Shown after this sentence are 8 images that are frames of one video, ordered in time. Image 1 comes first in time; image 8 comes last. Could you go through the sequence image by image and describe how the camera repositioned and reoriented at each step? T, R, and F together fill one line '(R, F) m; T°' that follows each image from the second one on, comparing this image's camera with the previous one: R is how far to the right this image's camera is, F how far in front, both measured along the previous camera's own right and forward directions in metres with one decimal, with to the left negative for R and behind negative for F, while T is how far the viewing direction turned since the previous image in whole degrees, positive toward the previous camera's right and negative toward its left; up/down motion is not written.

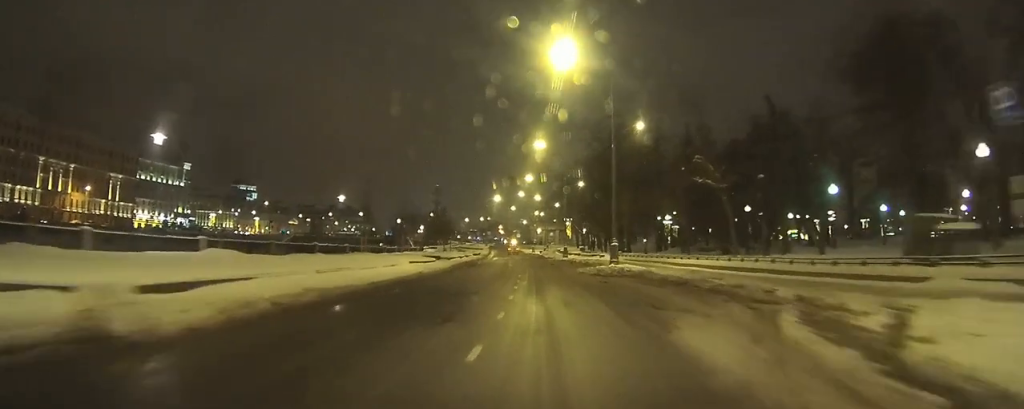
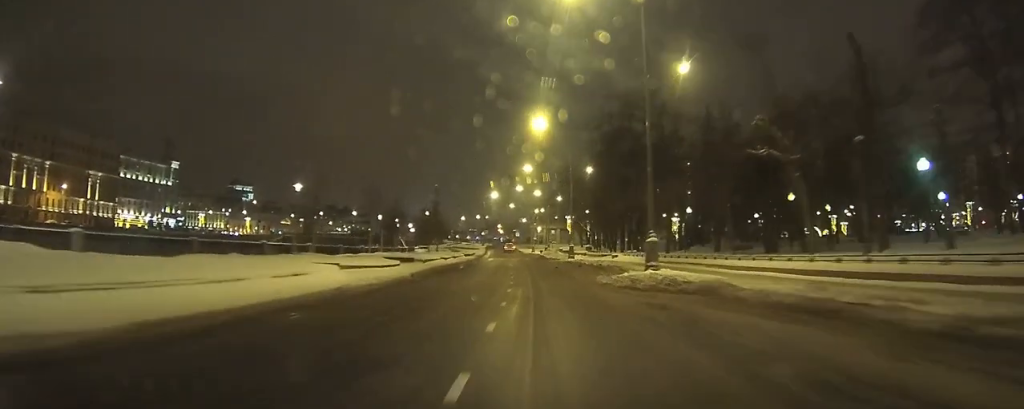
(+0.1, +10.0) m; 0°
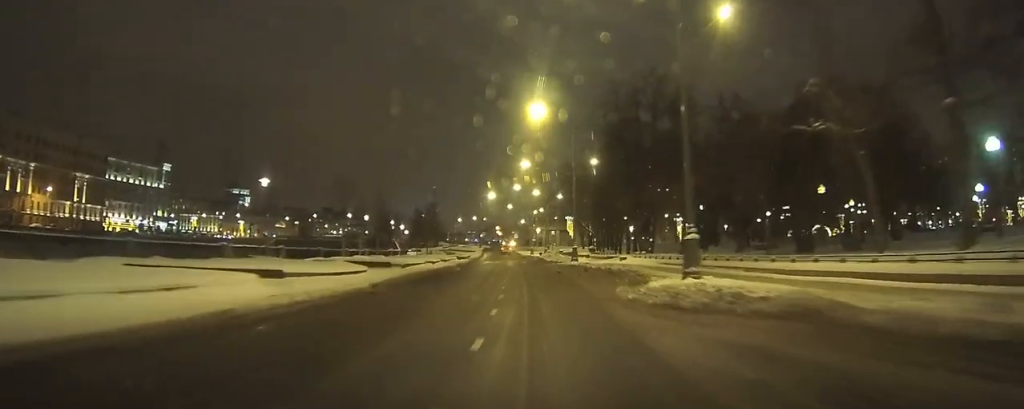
(0.0, +5.4) m; 0°
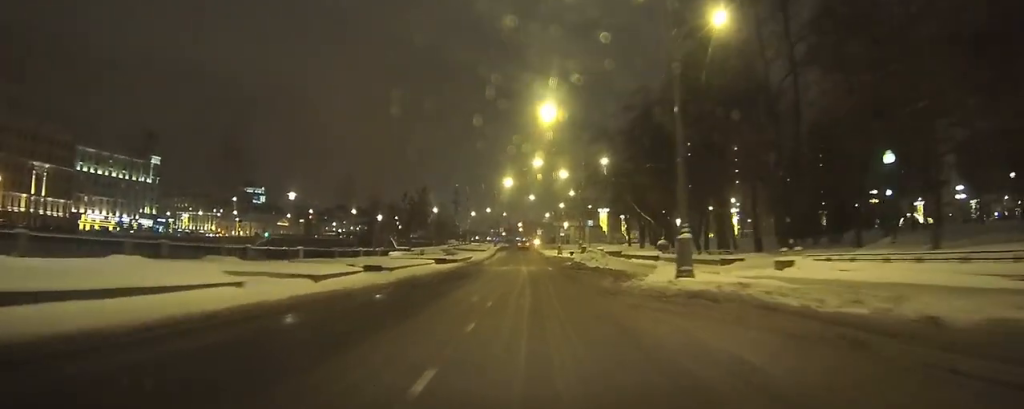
(-0.5, +26.3) m; -2°
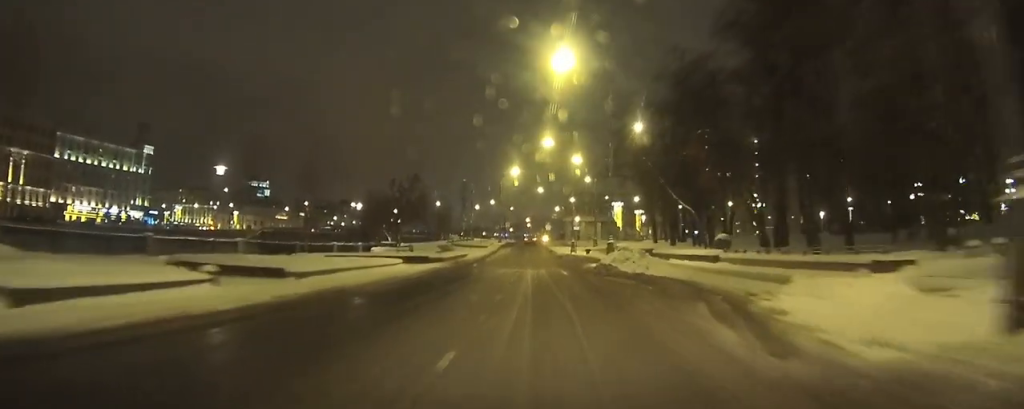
(-0.1, +10.9) m; 0°
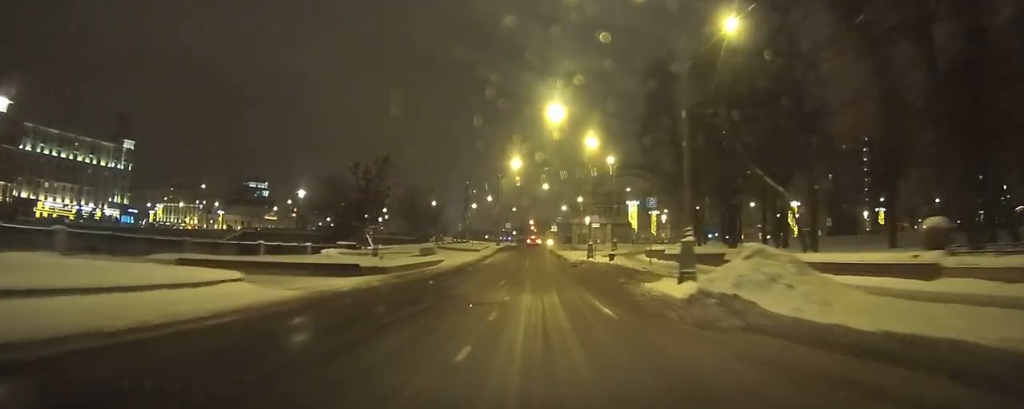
(+0.1, +15.2) m; 0°
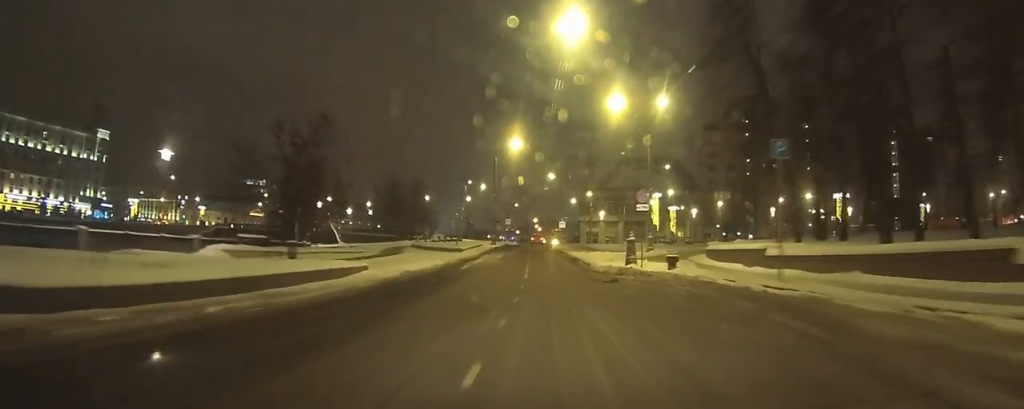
(0.0, +17.2) m; -1°
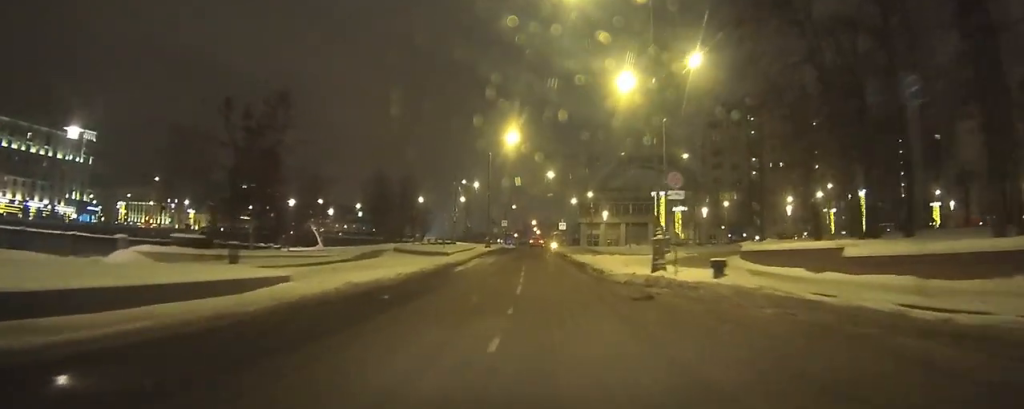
(0.0, +6.2) m; 0°
